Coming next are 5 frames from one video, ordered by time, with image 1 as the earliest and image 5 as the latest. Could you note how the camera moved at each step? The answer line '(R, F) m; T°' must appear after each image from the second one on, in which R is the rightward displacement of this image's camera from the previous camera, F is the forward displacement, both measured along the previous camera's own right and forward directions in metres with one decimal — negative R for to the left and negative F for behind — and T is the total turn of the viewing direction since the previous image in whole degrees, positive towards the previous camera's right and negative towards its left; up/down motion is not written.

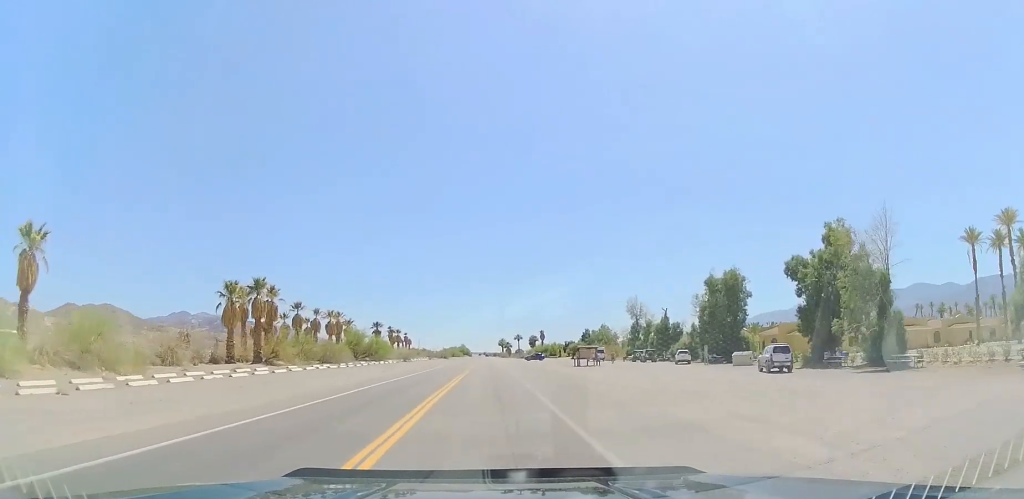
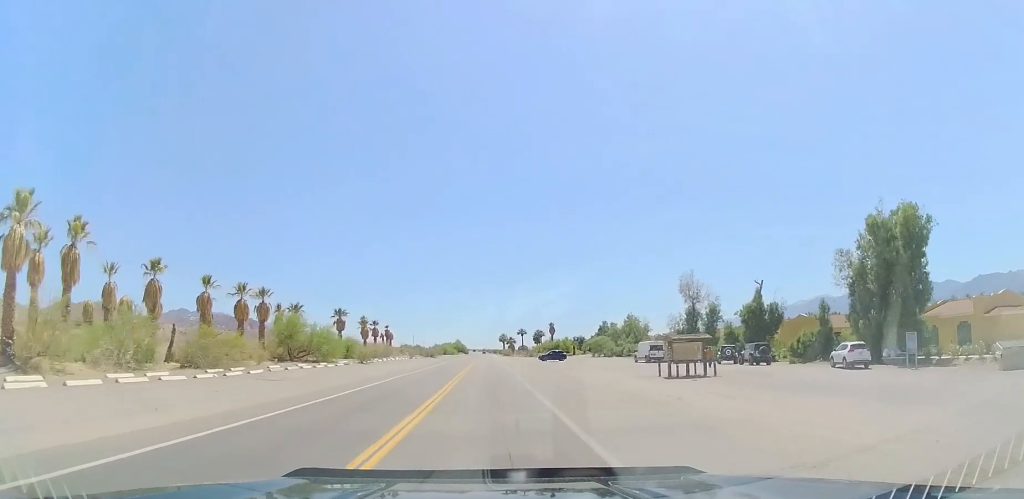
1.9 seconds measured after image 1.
(+1.6, +33.4) m; +3°
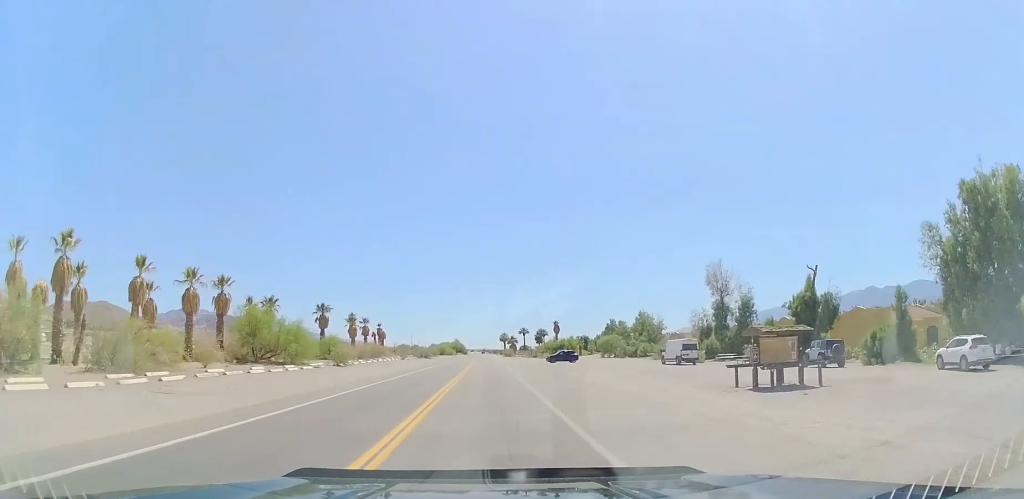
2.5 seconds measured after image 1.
(0.0, +10.8) m; 0°
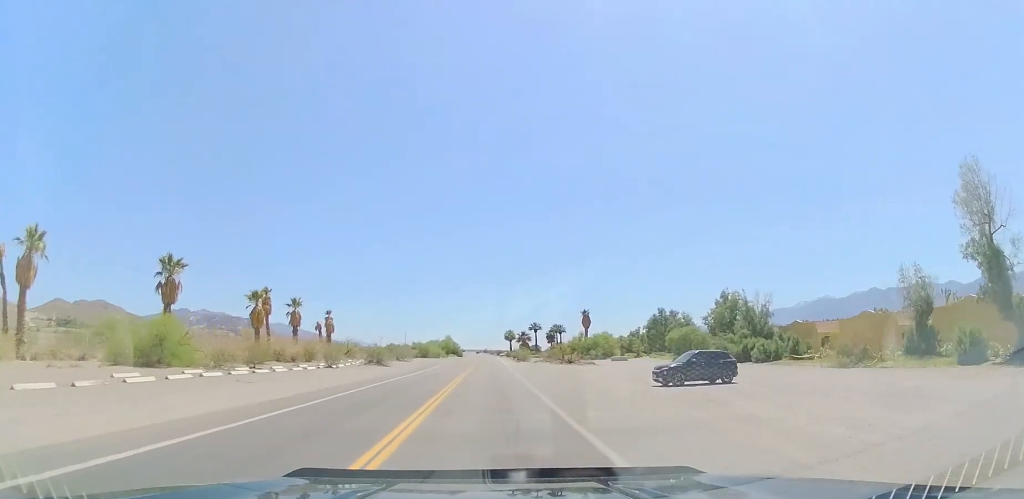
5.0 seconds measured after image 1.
(+0.4, +46.5) m; +3°
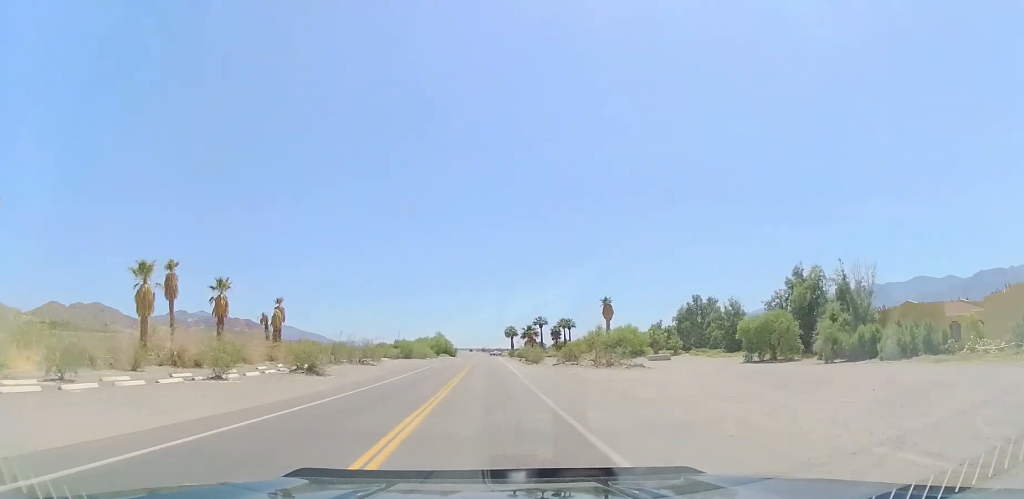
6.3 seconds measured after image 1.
(+0.1, +23.0) m; -2°
